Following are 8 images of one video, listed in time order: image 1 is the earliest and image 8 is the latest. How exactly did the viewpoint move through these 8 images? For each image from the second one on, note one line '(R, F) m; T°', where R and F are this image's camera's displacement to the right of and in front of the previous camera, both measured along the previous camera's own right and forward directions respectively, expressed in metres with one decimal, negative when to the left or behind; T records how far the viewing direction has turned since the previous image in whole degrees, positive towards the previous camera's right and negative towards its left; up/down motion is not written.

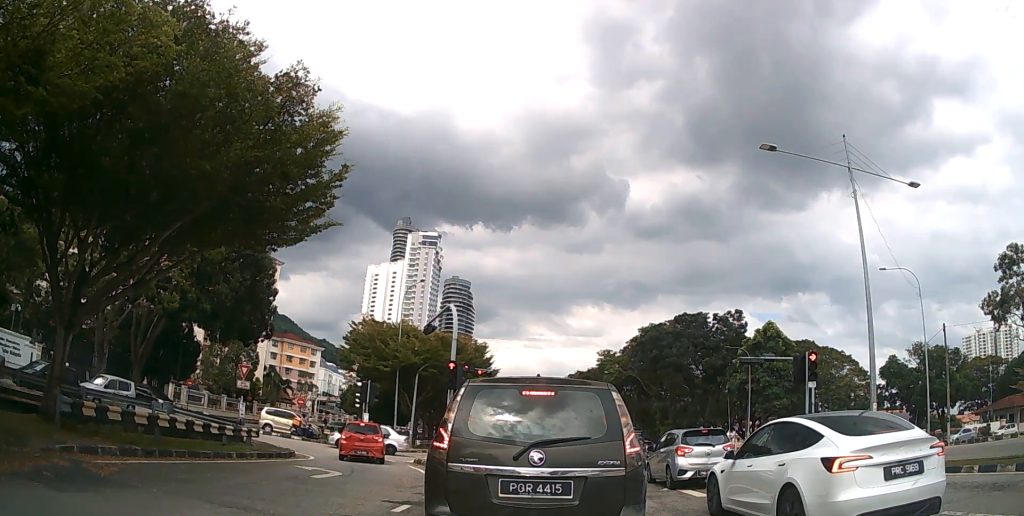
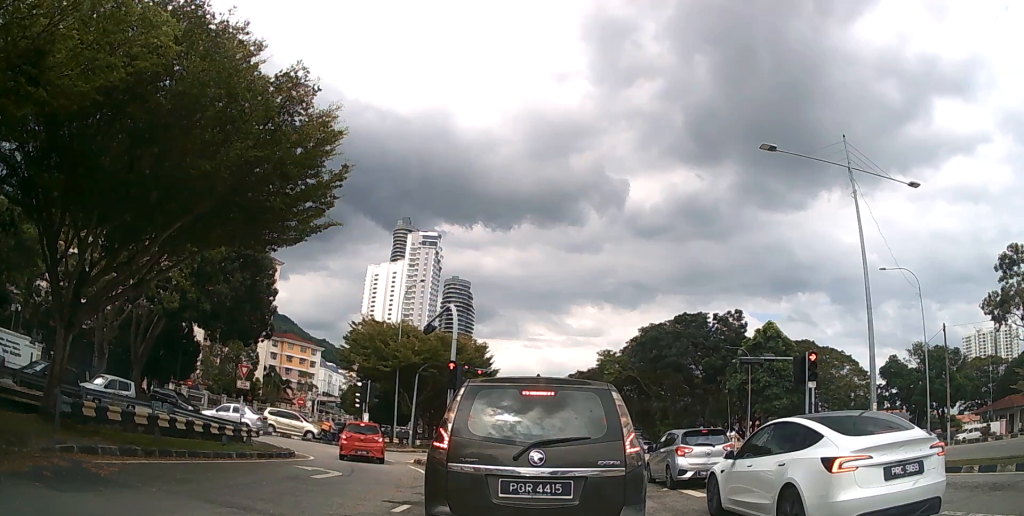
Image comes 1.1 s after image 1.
(0.0, 0.0) m; 0°
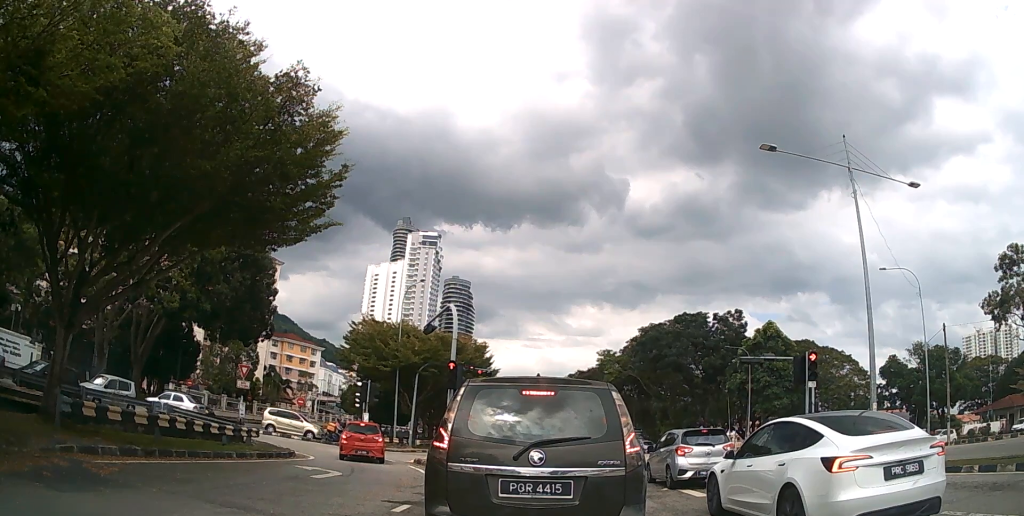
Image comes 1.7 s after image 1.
(0.0, 0.0) m; 0°
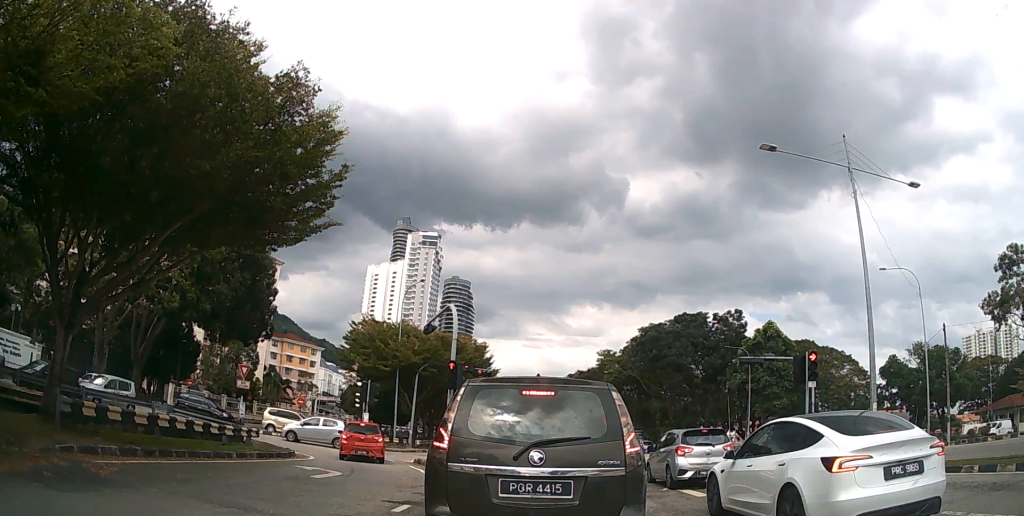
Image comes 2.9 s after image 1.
(0.0, 0.0) m; 0°
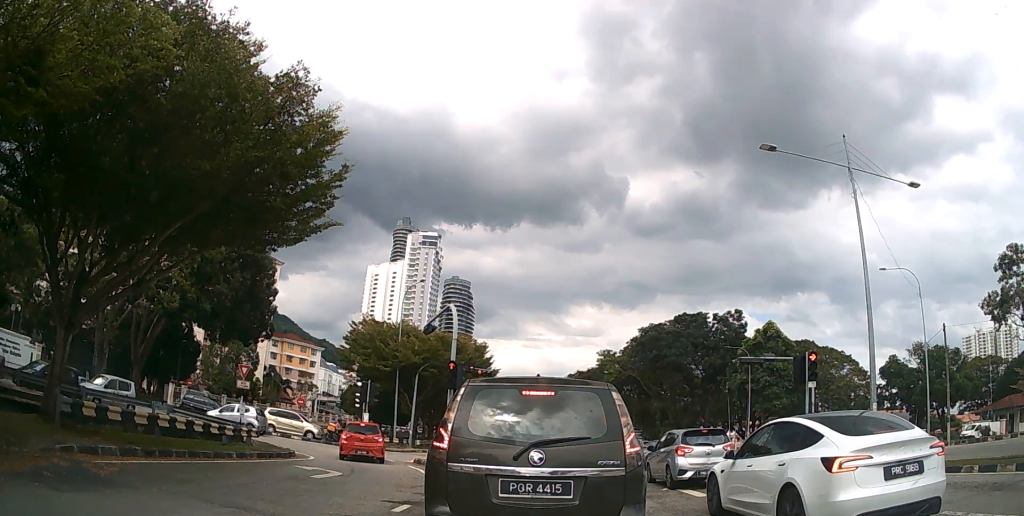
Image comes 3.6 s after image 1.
(0.0, 0.0) m; 0°
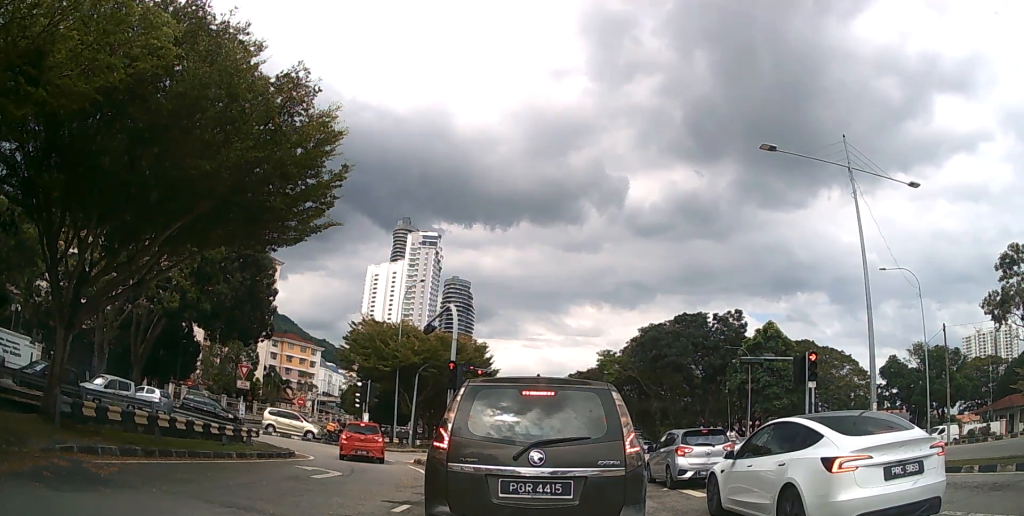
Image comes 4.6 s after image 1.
(0.0, 0.0) m; 0°
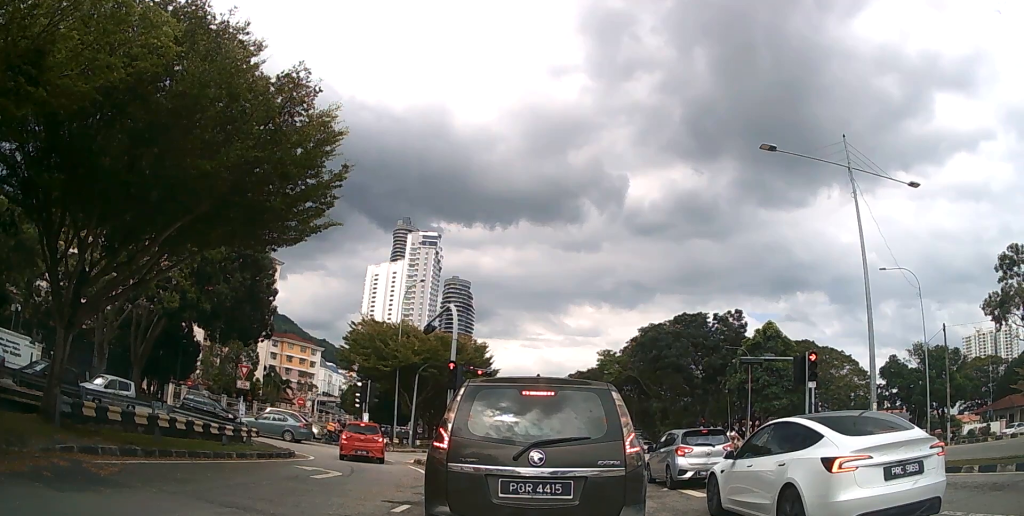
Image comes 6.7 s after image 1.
(0.0, 0.0) m; 0°
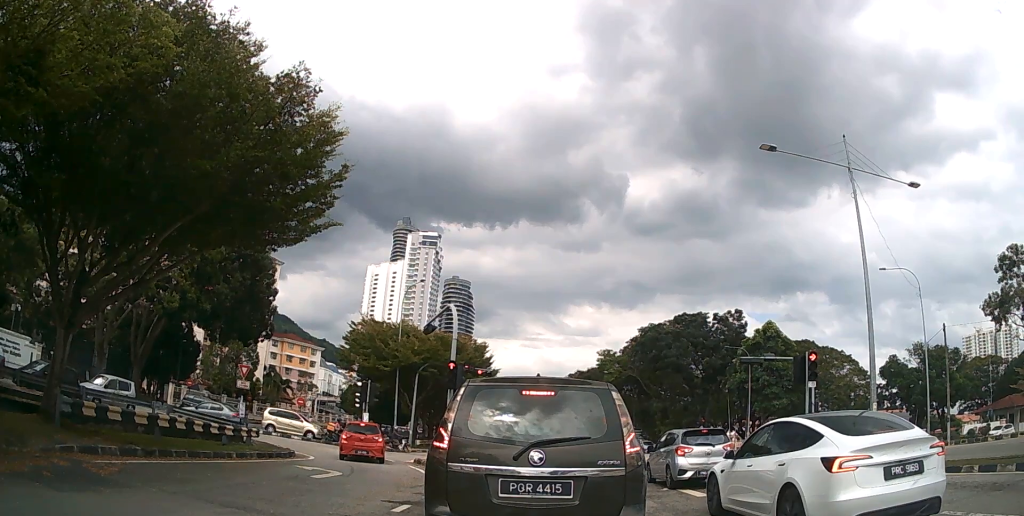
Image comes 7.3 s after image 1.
(0.0, 0.0) m; 0°
